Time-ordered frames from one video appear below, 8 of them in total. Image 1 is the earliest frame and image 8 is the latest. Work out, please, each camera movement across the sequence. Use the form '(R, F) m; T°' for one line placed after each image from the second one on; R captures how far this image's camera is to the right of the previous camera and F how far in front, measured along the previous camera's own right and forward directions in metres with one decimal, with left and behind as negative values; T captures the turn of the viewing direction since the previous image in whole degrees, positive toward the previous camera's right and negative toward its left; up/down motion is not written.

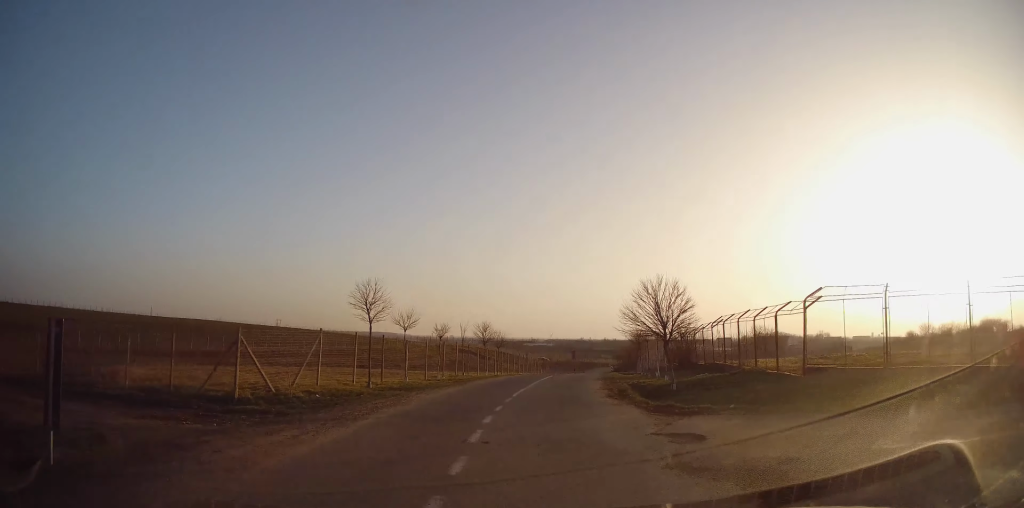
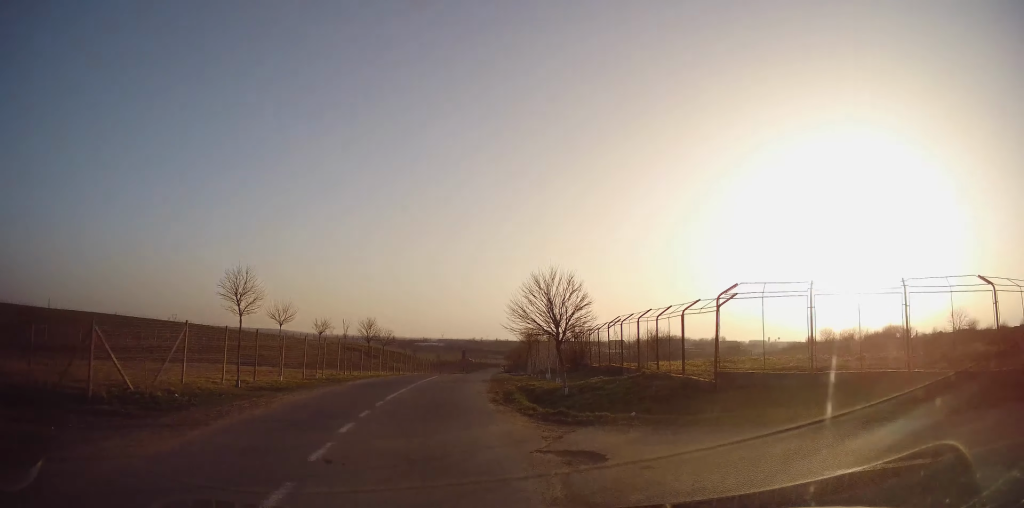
(+0.2, +2.7) m; +9°
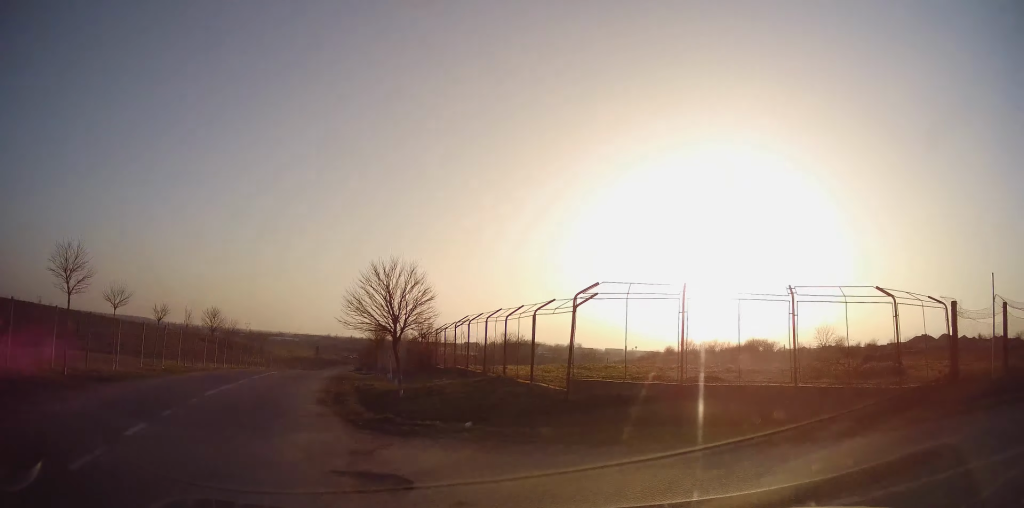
(+0.3, +2.3) m; +13°
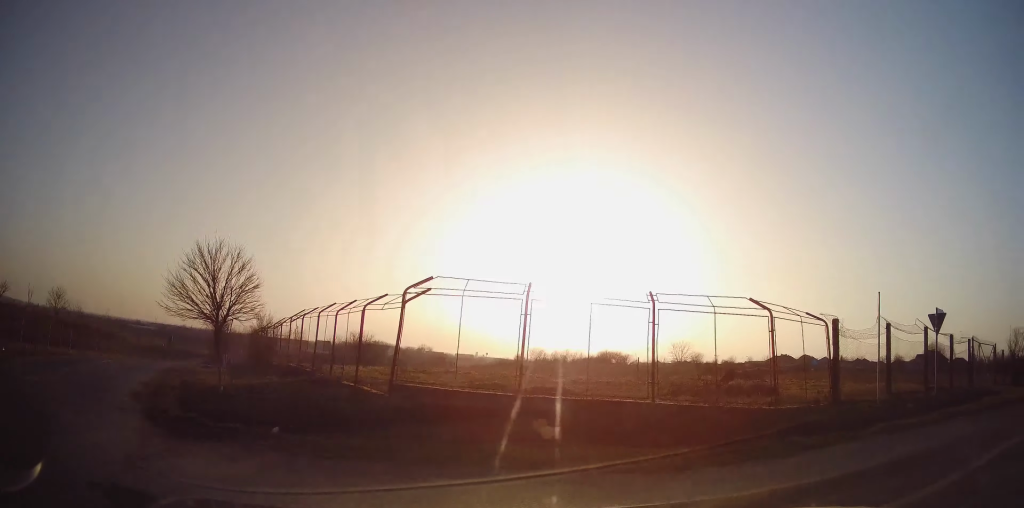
(+0.2, +1.6) m; +15°
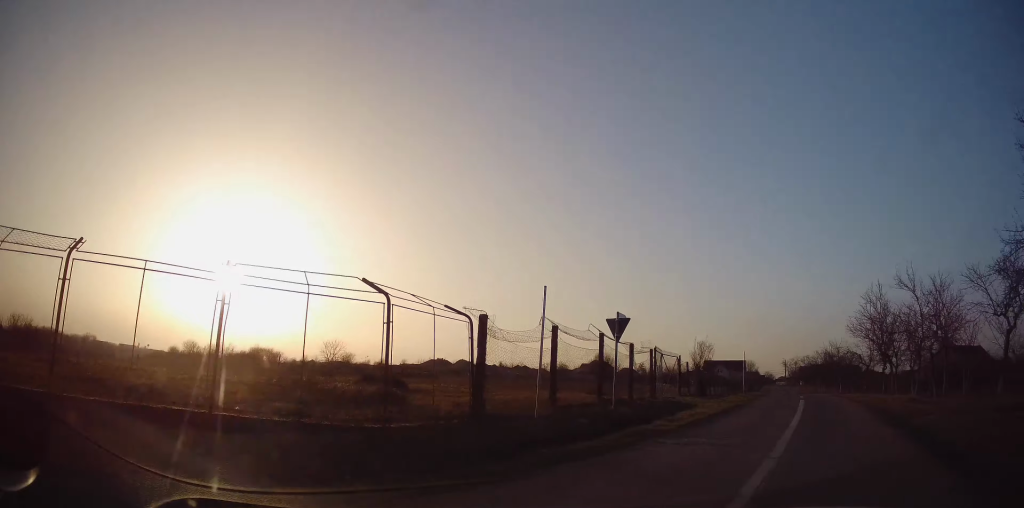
(+0.9, +2.8) m; +44°
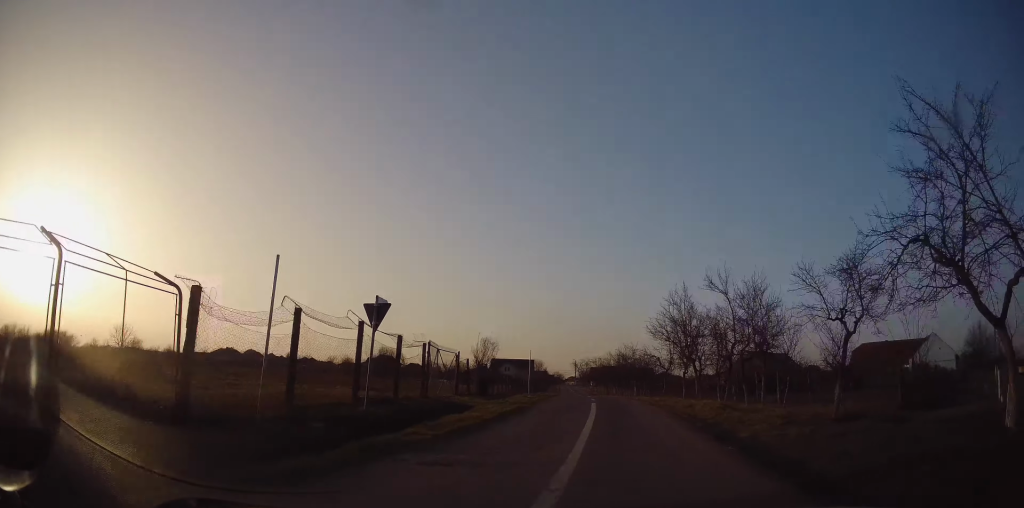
(+0.6, +1.8) m; +28°
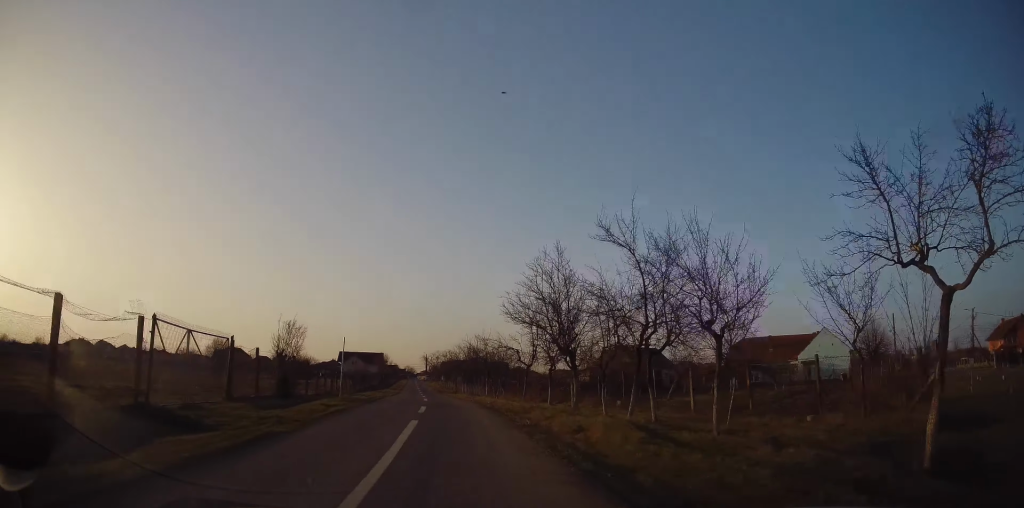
(+1.4, +6.1) m; +14°
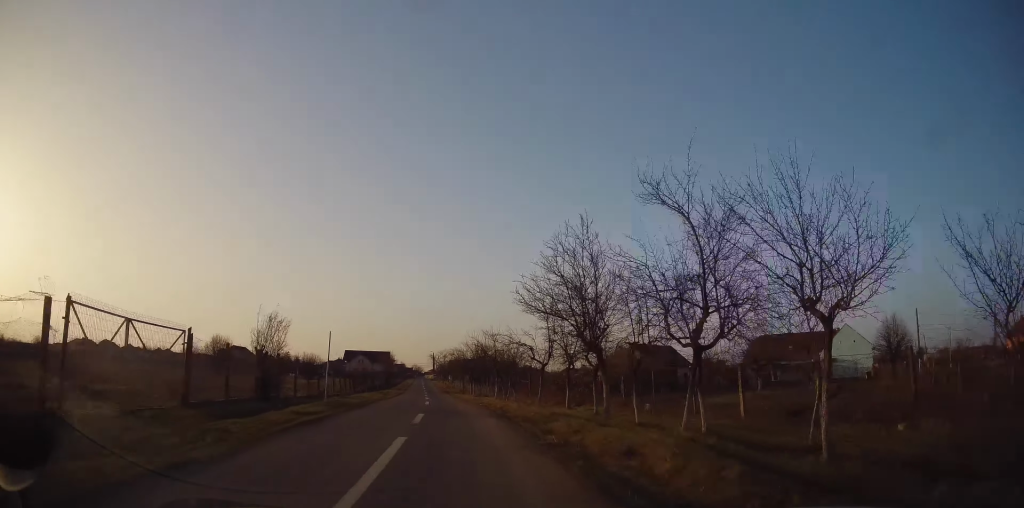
(+0.1, +2.4) m; 0°
